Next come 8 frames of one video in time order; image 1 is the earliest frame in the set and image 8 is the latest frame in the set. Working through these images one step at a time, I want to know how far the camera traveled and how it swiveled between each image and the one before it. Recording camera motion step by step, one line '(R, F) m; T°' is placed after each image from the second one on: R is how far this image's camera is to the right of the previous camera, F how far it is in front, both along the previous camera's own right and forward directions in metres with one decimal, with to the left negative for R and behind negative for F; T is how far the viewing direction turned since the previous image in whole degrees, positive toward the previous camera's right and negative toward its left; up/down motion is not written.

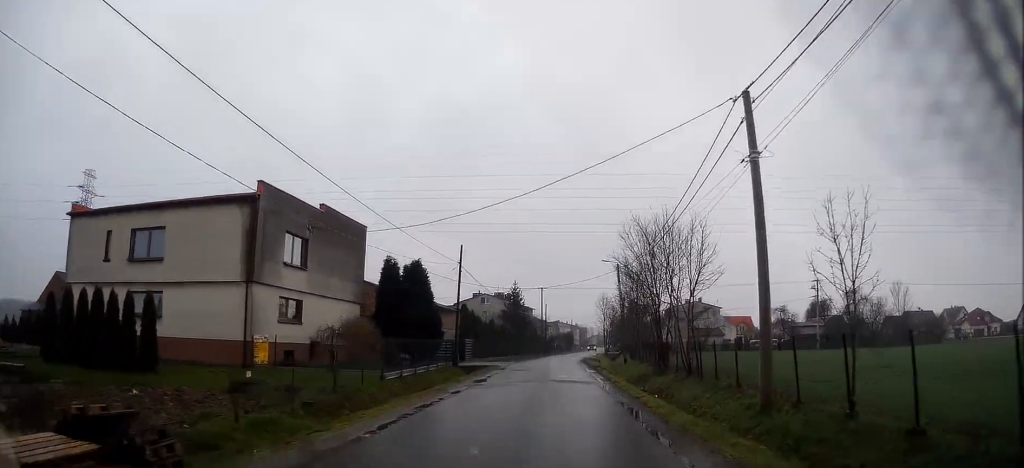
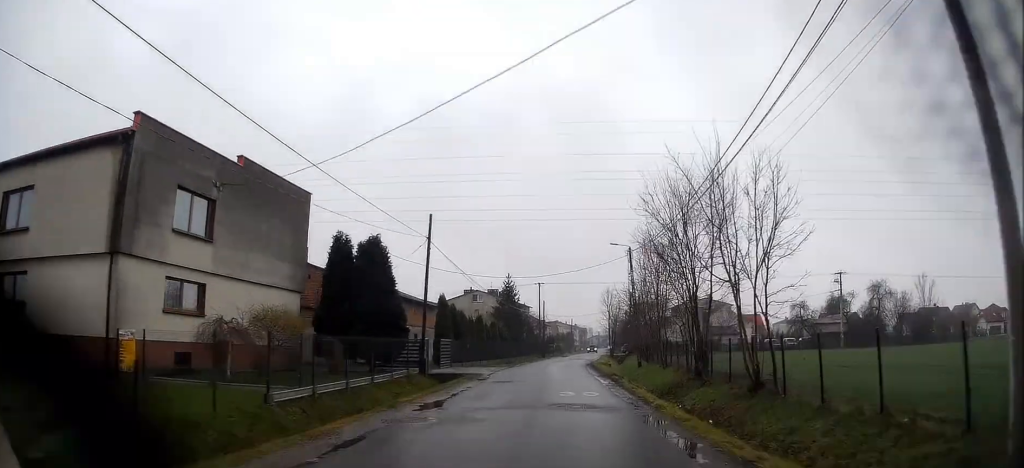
(-0.2, +9.3) m; 0°
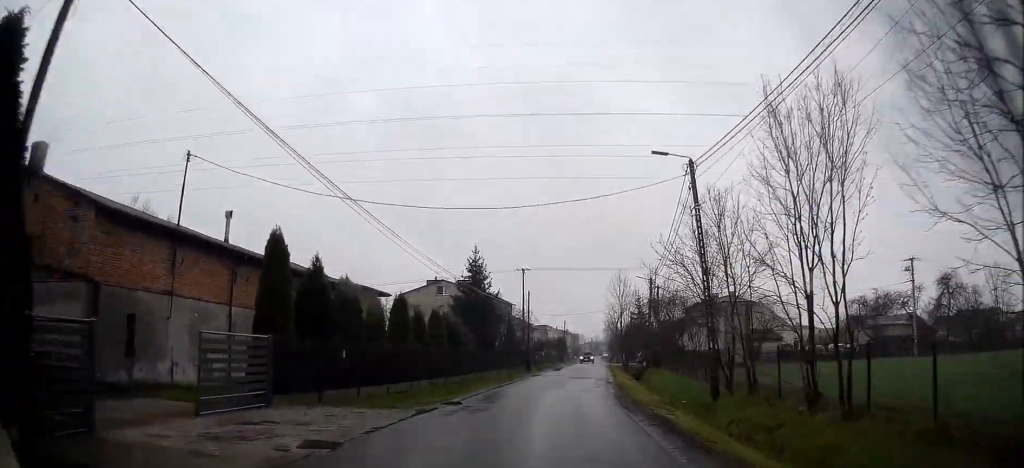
(+0.4, +23.0) m; +1°
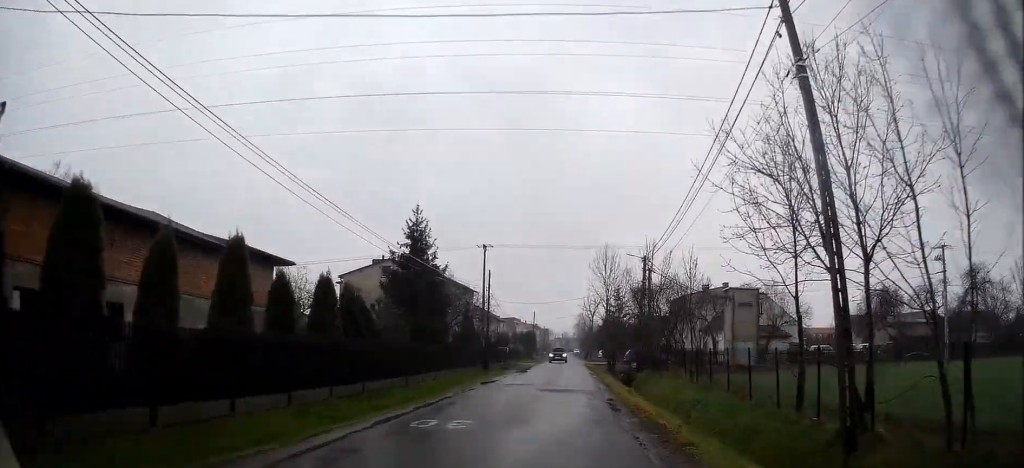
(+0.1, +11.6) m; +1°
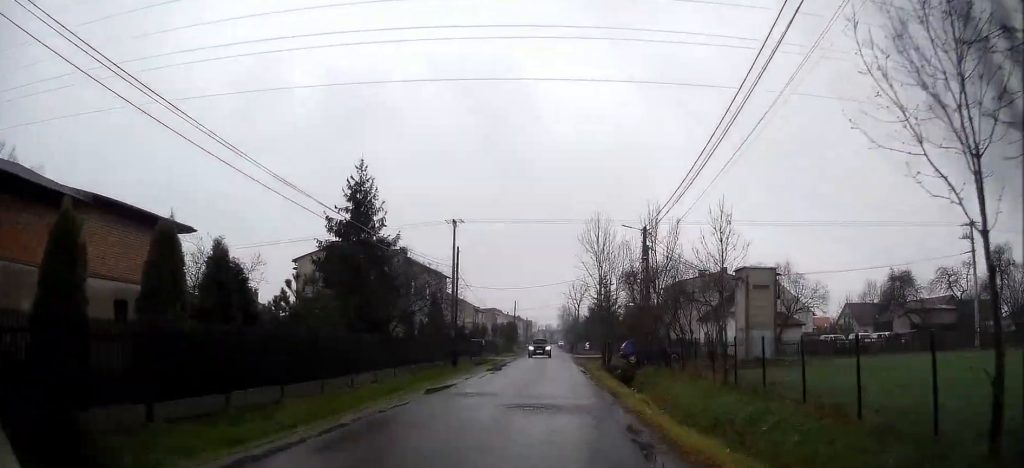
(+0.1, +7.3) m; +1°
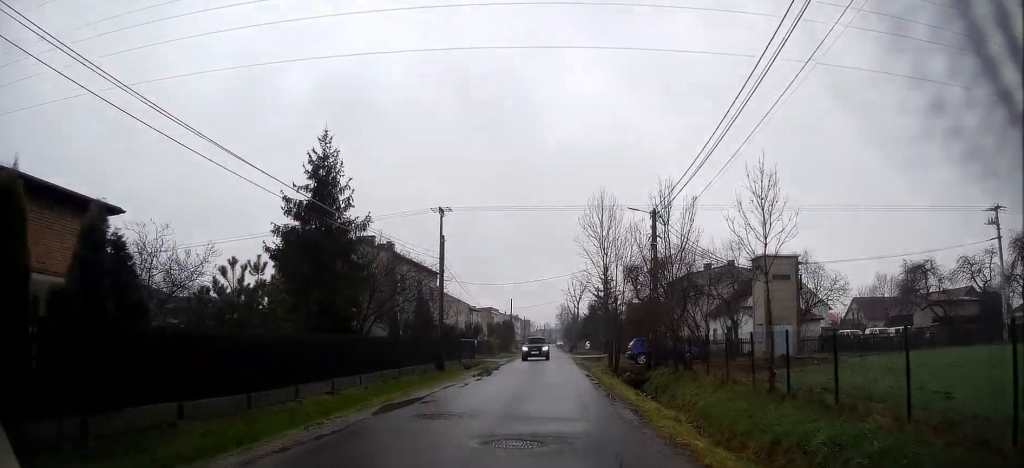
(+0.1, +4.5) m; +1°
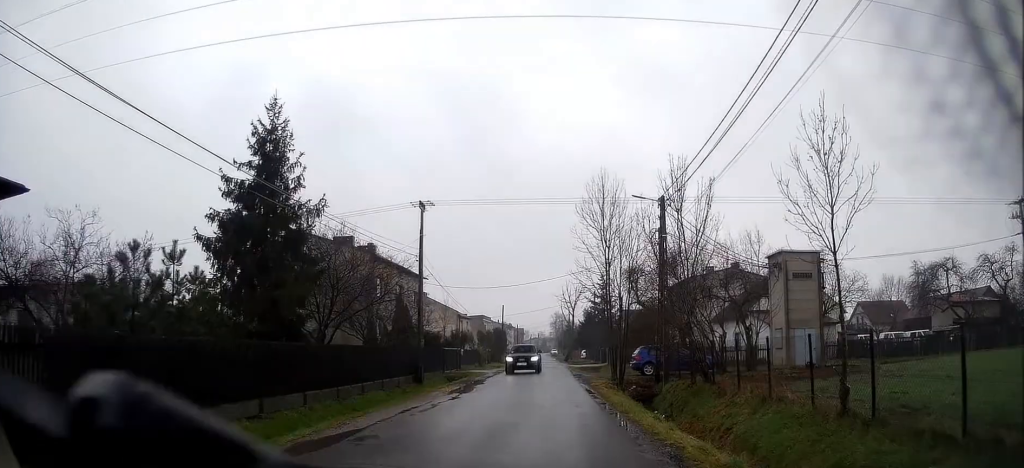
(0.0, +5.1) m; +1°
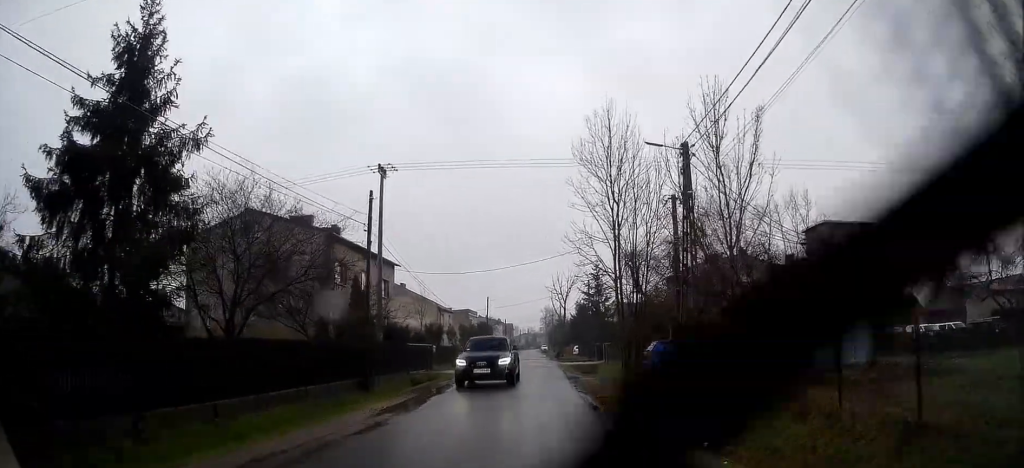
(+0.2, +7.1) m; +3°
